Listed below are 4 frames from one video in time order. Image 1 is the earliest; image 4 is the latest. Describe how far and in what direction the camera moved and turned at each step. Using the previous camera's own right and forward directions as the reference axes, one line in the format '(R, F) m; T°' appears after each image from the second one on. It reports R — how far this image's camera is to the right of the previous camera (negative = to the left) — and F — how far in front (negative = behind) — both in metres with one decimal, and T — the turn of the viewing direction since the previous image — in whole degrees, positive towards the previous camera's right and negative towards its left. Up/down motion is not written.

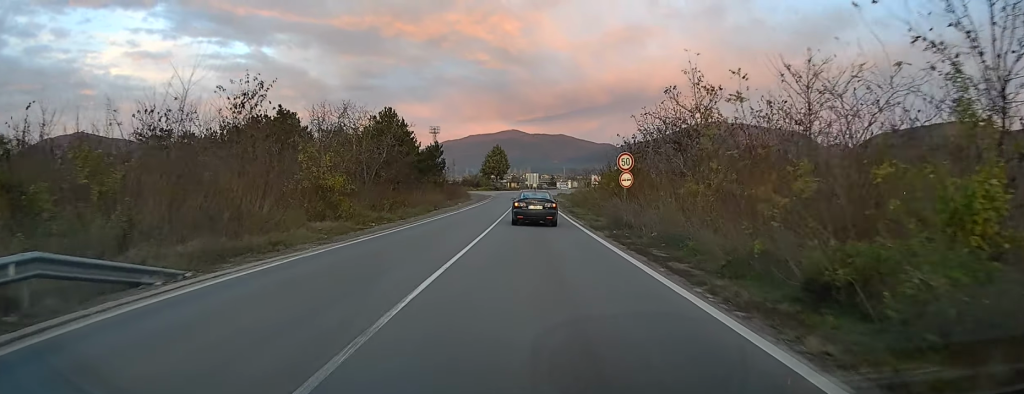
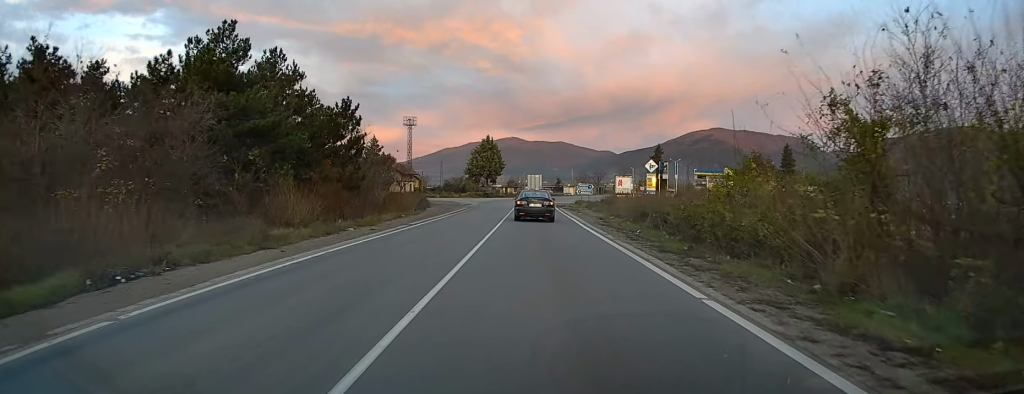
(-0.1, +41.5) m; +1°
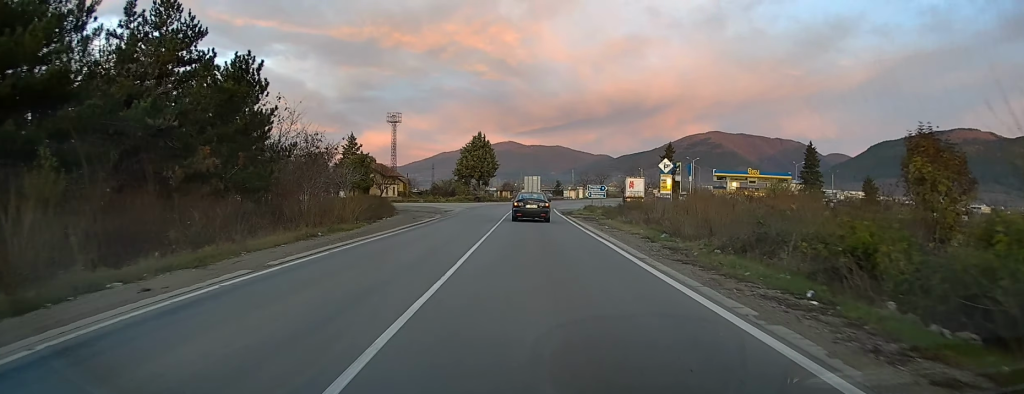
(-0.4, +15.2) m; -1°
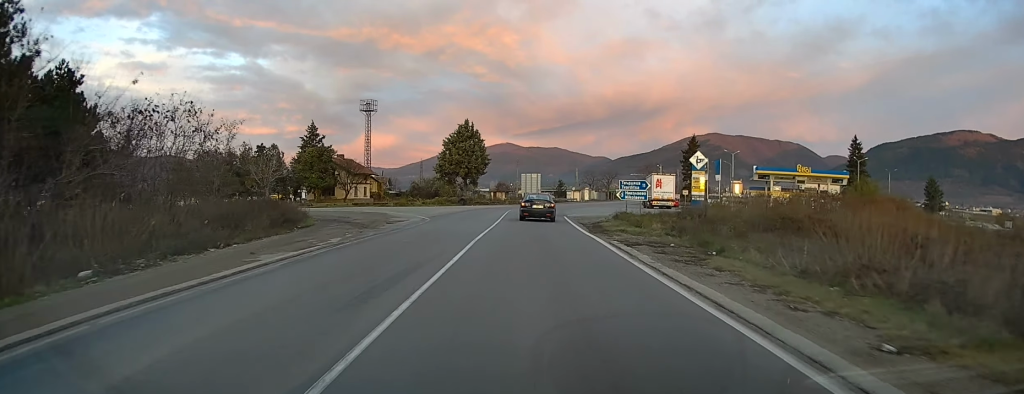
(+0.5, +21.4) m; +1°
